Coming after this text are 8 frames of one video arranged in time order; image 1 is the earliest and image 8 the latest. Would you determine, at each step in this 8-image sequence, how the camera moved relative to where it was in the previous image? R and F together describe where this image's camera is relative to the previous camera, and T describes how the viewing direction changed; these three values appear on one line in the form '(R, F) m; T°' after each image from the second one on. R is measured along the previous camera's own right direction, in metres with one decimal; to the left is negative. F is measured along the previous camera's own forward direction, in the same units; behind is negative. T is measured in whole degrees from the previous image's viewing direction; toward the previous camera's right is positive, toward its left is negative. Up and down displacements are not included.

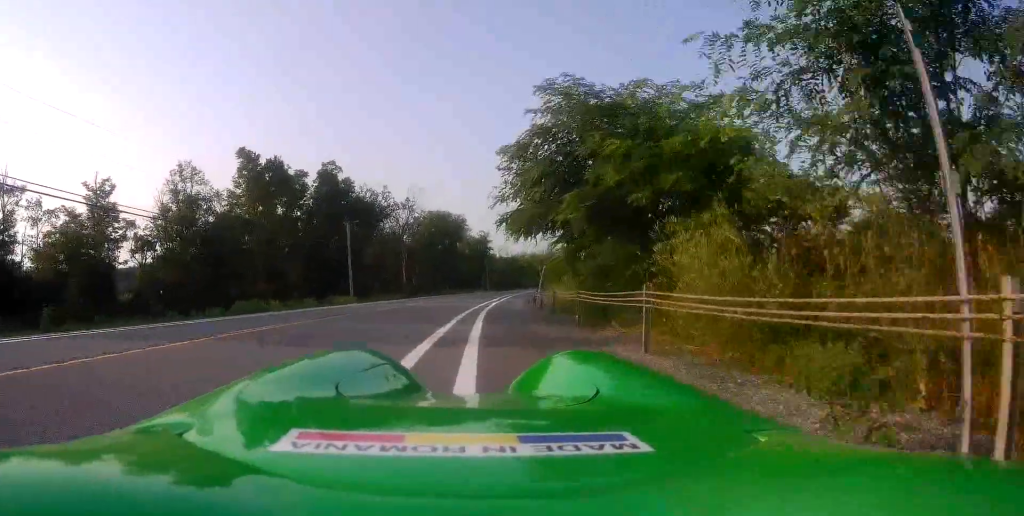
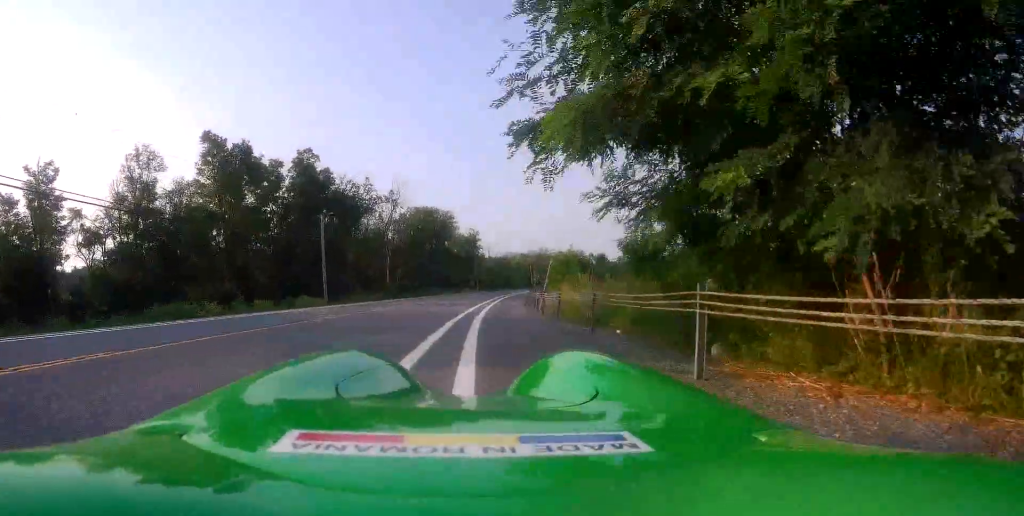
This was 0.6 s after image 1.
(0.0, +6.5) m; +1°
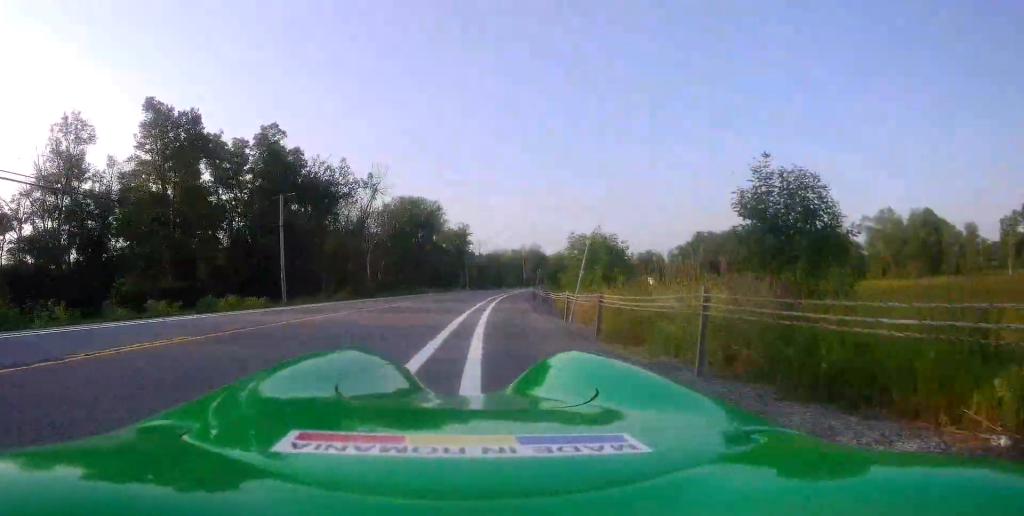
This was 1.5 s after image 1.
(+0.3, +9.5) m; +2°
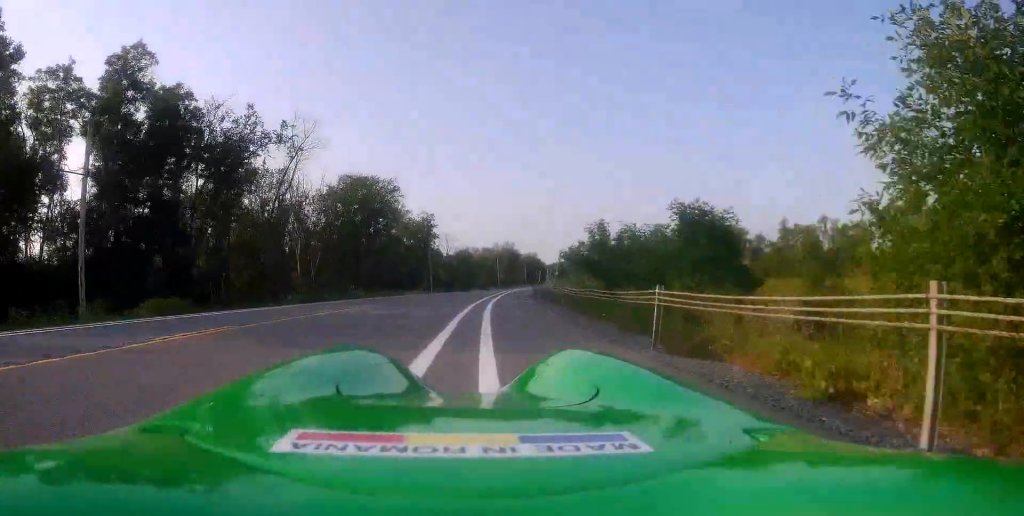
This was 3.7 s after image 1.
(-0.2, +22.4) m; -1°
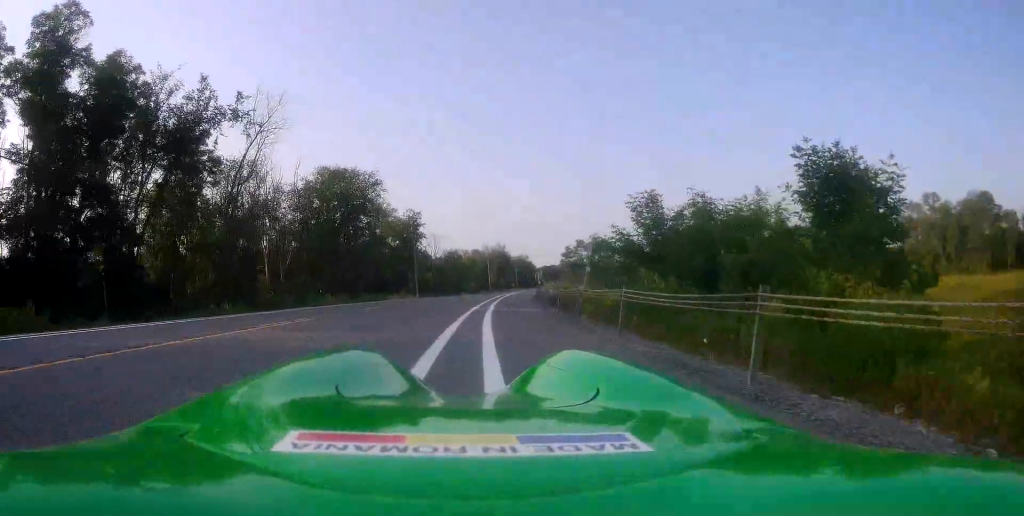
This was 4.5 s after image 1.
(-0.3, +7.7) m; +2°
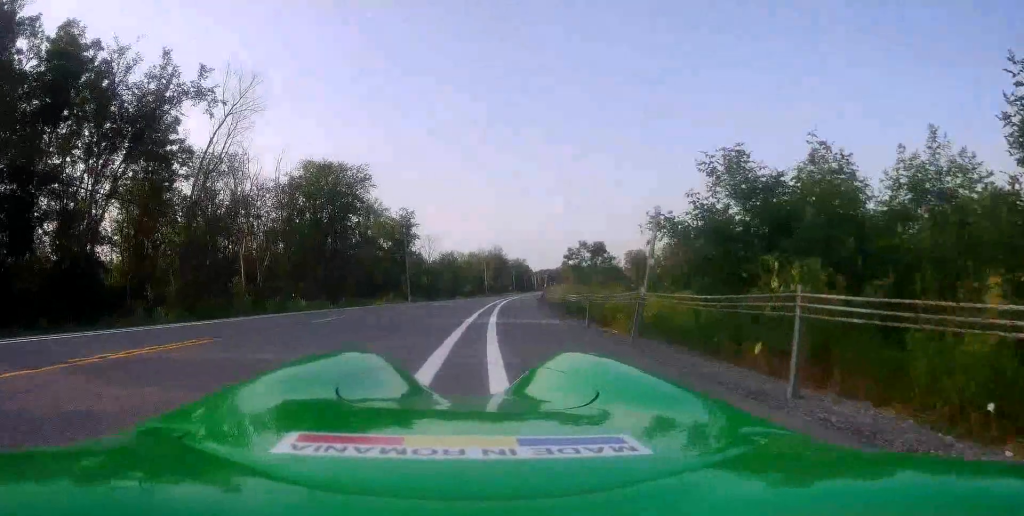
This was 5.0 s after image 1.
(+0.4, +5.6) m; +3°
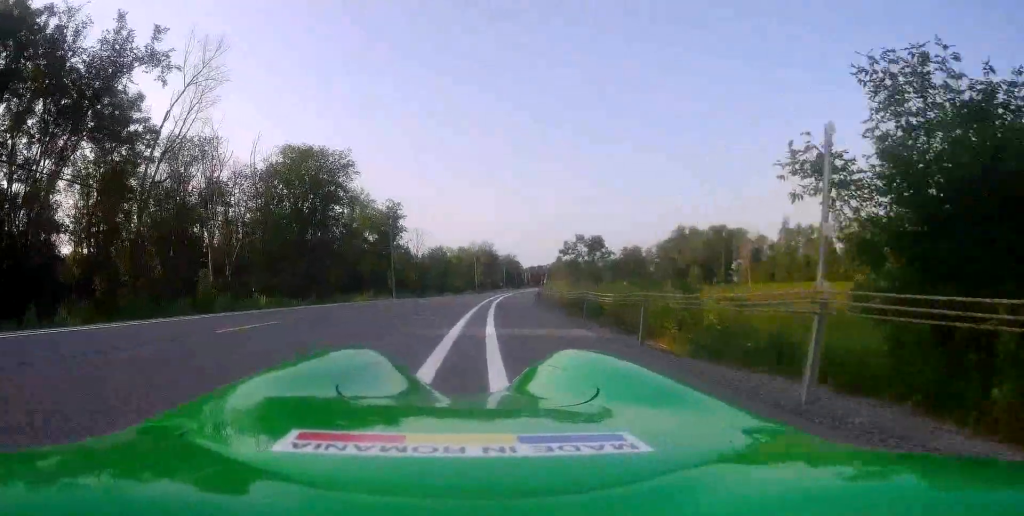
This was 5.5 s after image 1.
(+0.2, +5.1) m; +2°
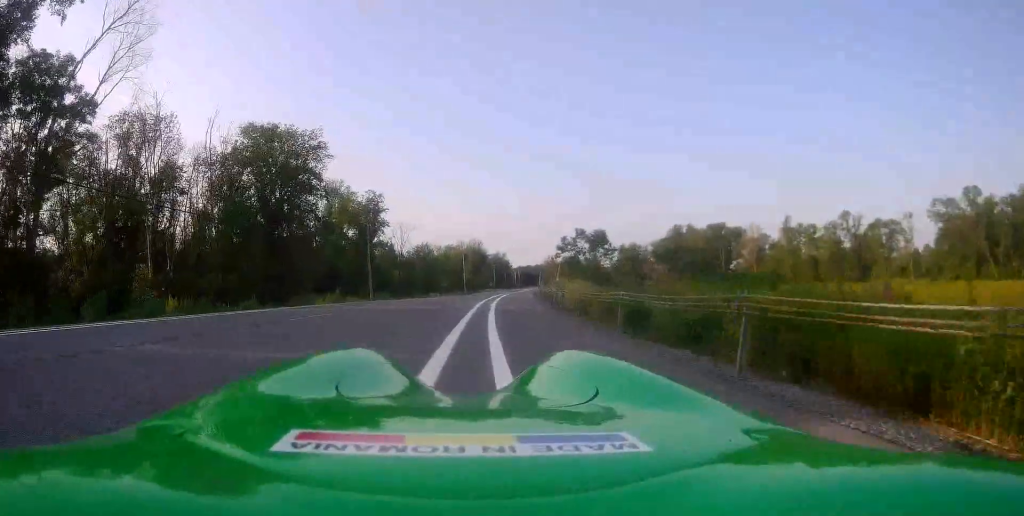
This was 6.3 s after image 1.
(0.0, +8.6) m; +2°
